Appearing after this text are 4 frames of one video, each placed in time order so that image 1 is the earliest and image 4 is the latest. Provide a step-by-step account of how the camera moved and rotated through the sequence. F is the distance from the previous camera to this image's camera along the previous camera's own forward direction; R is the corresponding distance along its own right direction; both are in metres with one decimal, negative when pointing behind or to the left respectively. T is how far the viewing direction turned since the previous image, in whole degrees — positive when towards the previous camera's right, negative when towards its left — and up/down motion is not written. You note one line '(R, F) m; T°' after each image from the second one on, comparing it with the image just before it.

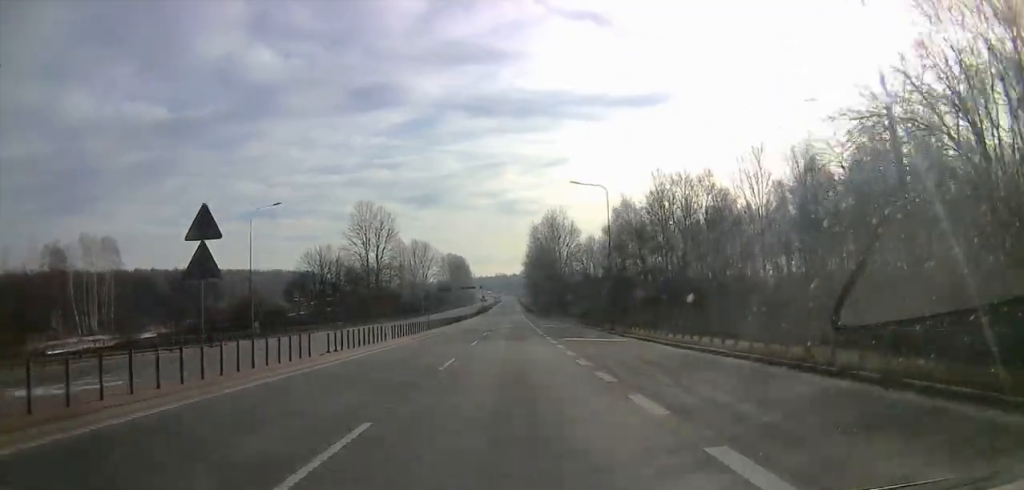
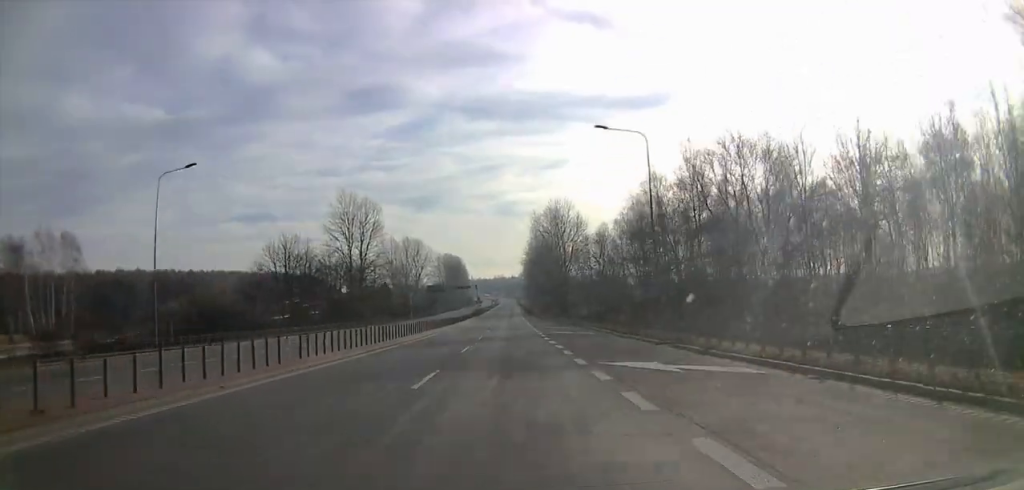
(0.0, +17.4) m; 0°
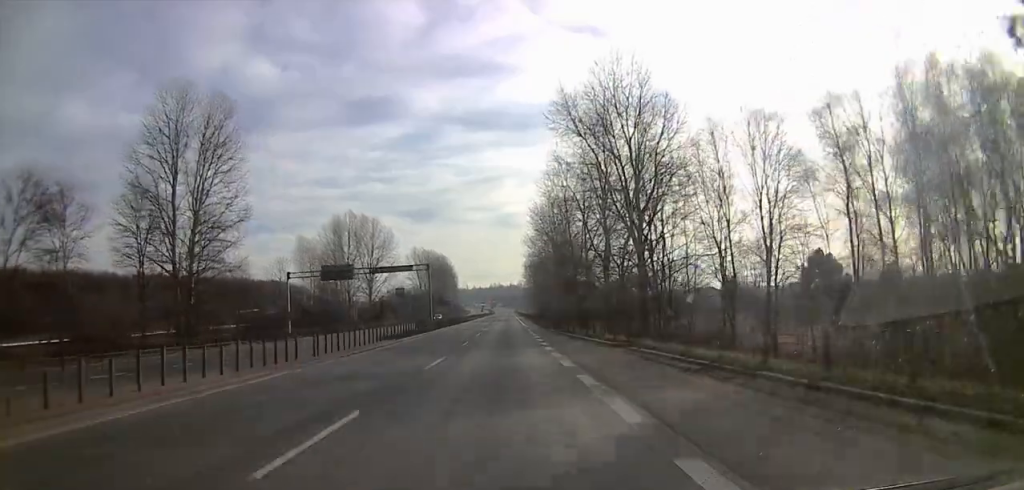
(-4.5, +84.5) m; +1°
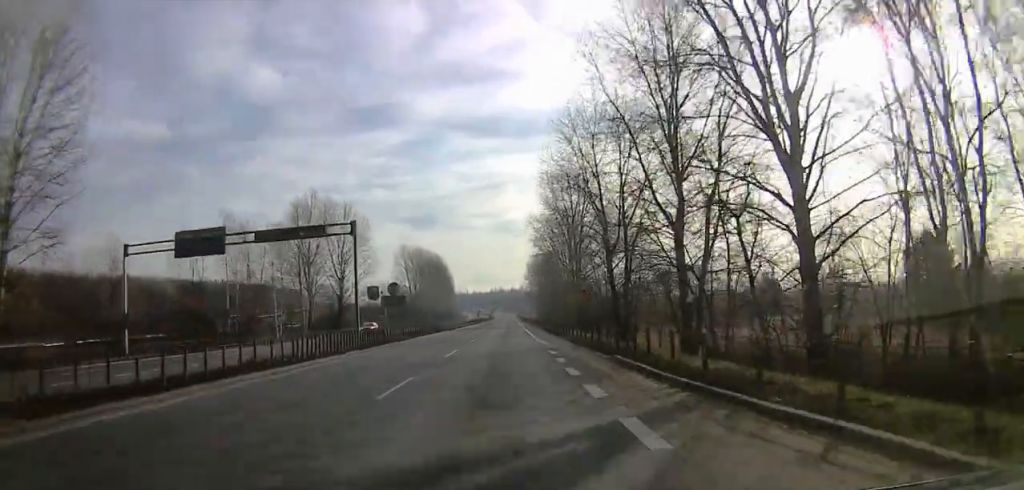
(+4.4, +32.1) m; +8°
